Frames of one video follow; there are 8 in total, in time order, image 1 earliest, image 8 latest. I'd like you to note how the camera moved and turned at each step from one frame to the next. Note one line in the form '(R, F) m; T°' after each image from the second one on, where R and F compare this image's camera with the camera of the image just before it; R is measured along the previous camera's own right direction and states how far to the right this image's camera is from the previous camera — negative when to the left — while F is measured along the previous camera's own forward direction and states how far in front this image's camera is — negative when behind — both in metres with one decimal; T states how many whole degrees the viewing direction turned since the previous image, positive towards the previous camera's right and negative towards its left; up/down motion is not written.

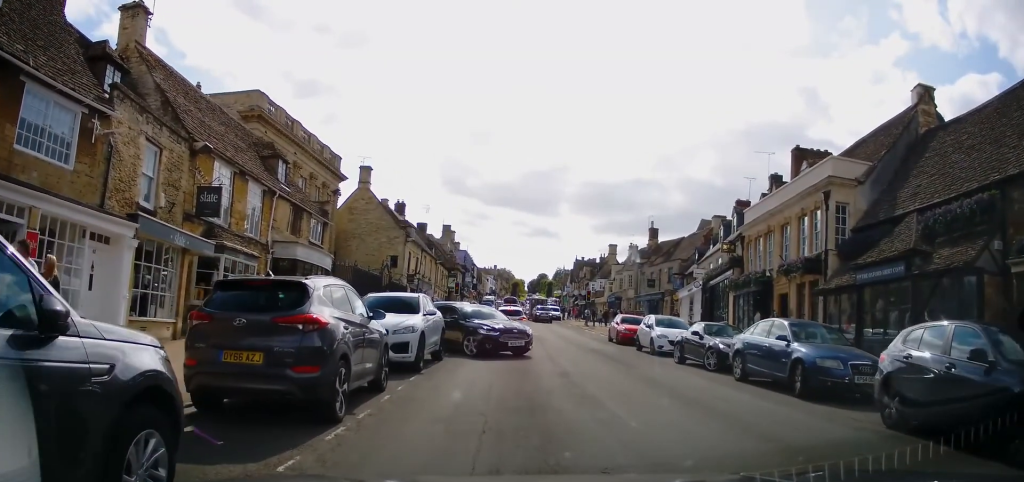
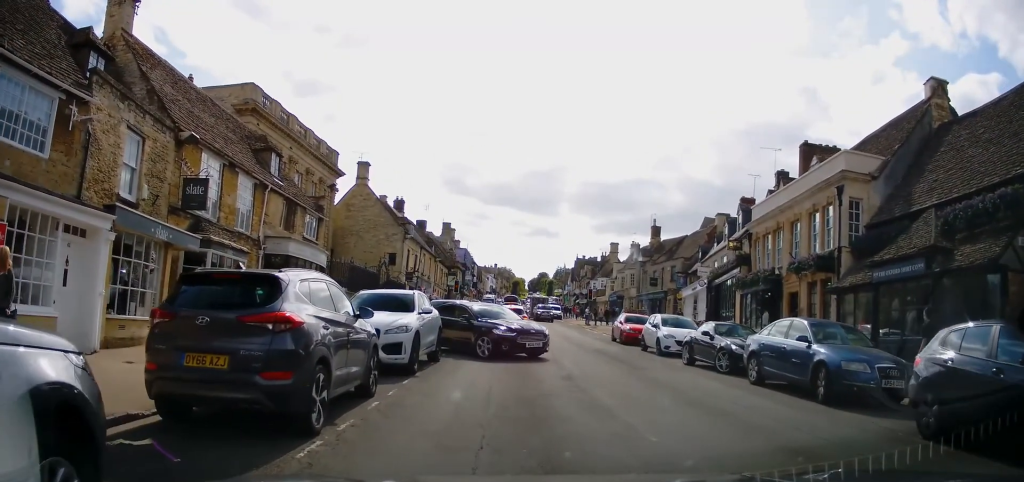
(+0.1, +1.0) m; 0°
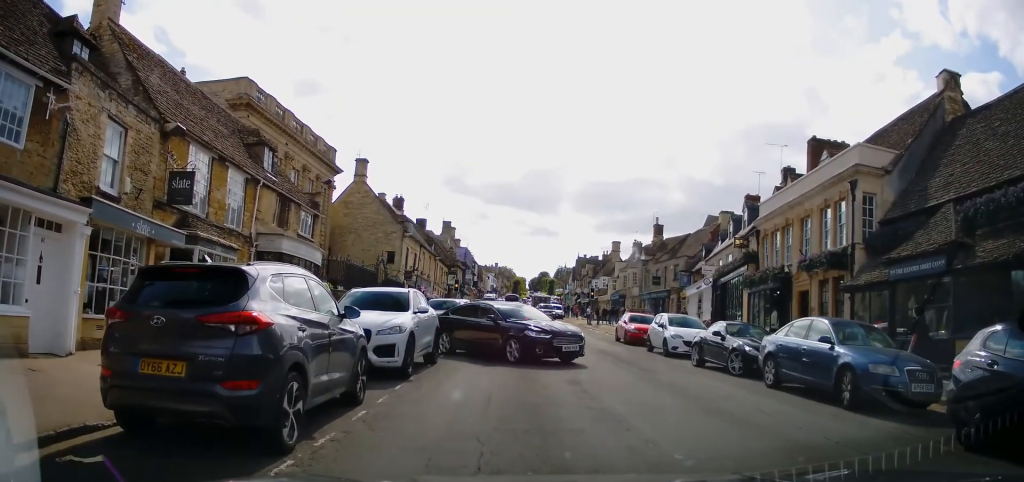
(+0.2, +0.9) m; 0°
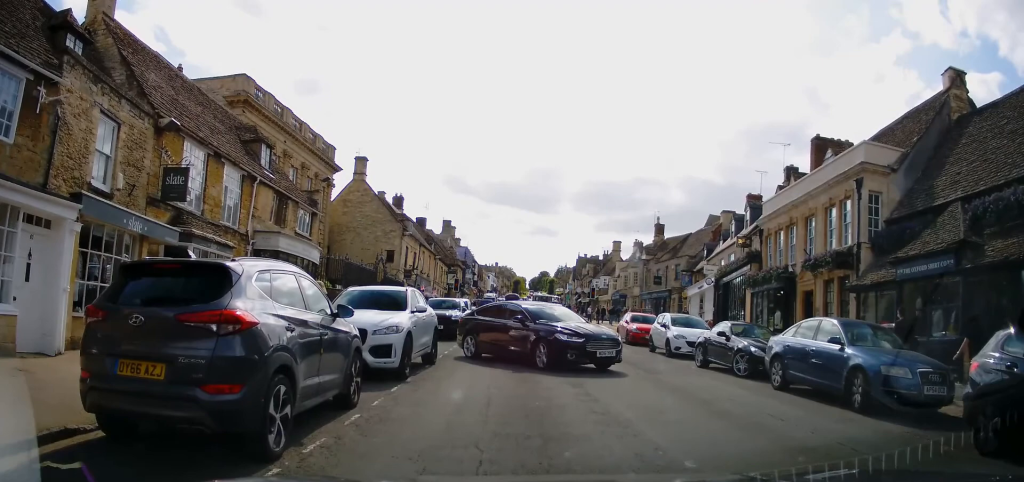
(-0.1, +0.5) m; 0°
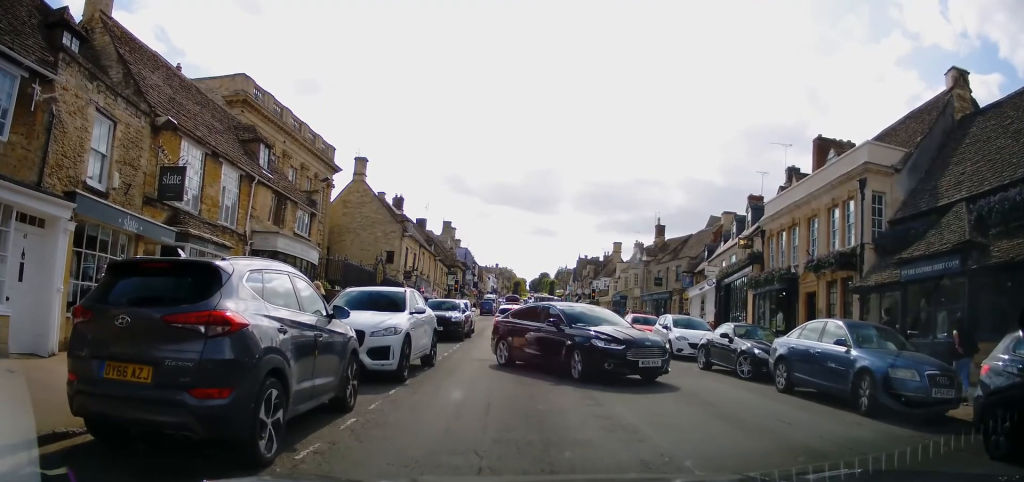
(-0.1, +0.6) m; 0°
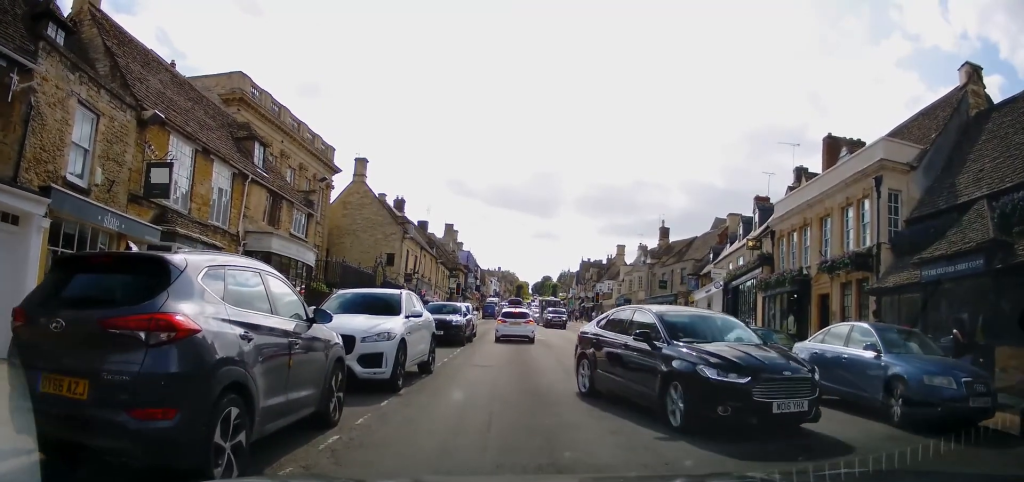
(-0.1, +1.3) m; +2°
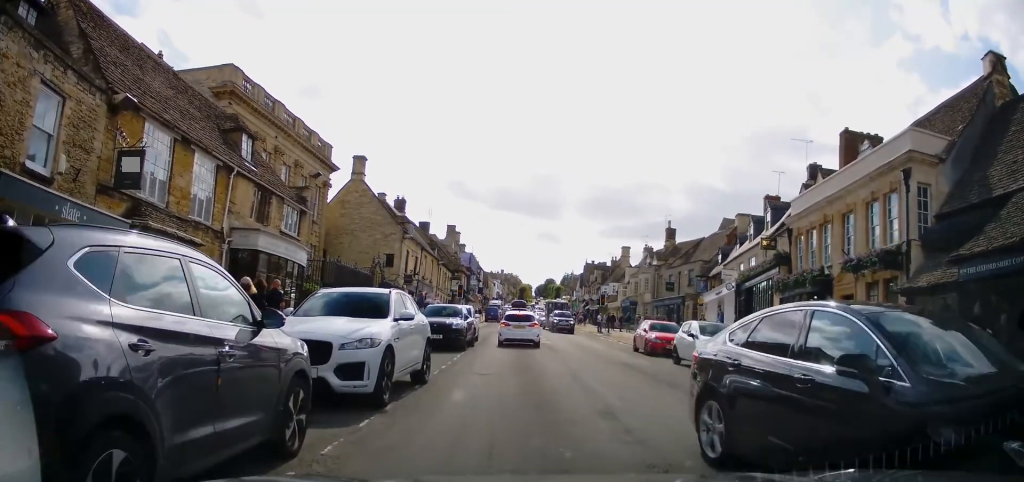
(0.0, +1.4) m; +2°
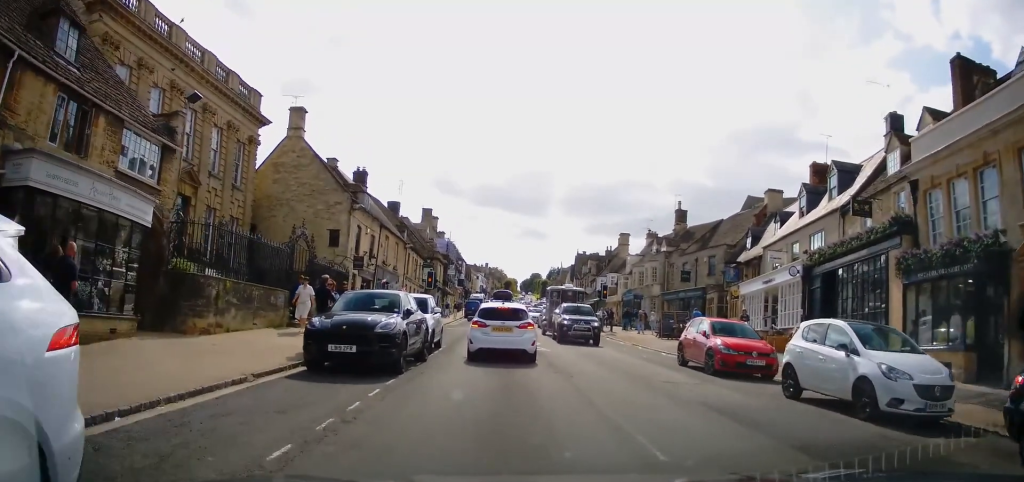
(-0.1, +7.8) m; -4°
